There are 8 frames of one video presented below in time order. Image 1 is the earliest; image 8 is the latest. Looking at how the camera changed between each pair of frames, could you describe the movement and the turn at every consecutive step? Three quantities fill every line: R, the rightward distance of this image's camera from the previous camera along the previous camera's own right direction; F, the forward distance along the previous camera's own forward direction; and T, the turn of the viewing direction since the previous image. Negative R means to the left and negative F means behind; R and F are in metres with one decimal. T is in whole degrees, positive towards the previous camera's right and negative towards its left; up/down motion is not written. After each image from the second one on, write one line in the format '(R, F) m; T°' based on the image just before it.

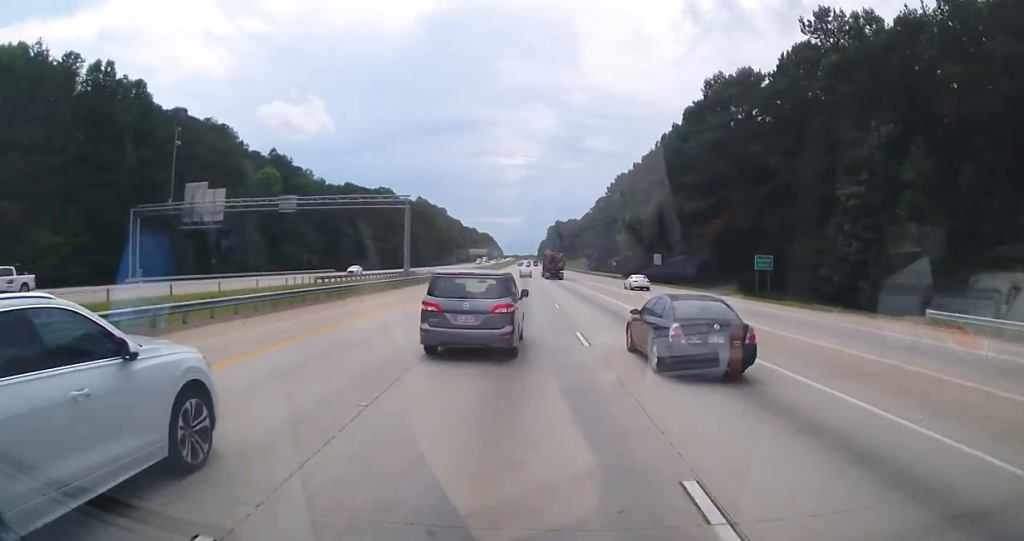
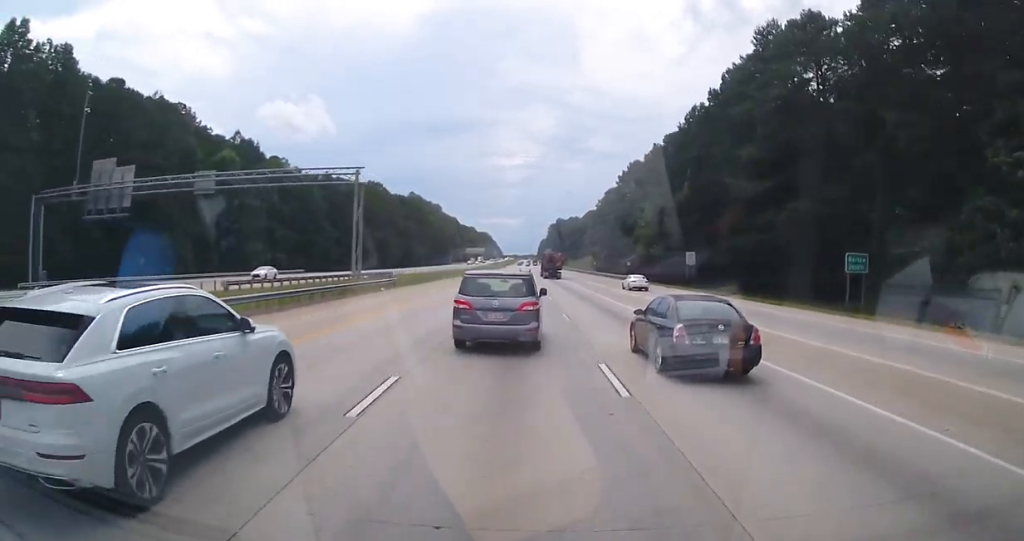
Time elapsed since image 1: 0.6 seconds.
(0.0, +18.2) m; 0°
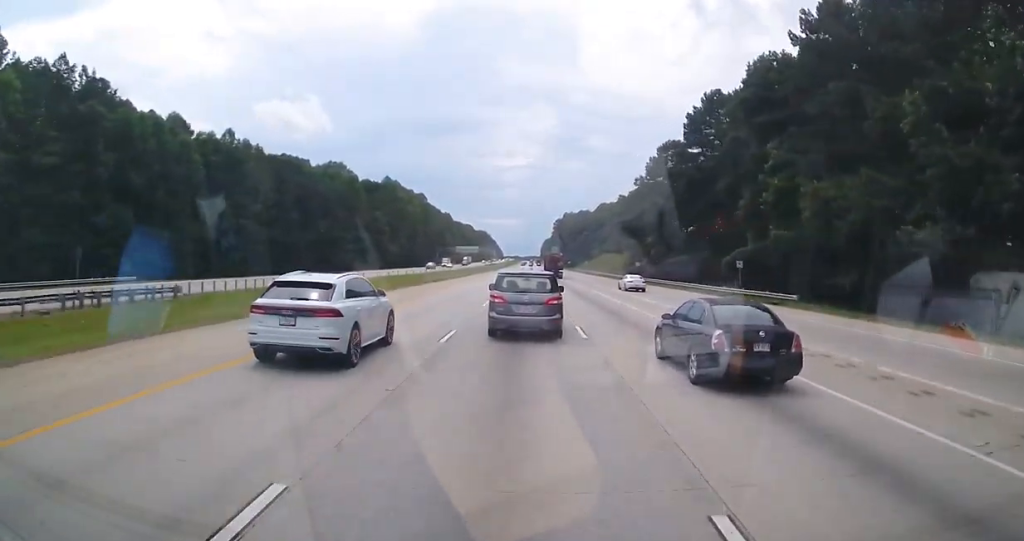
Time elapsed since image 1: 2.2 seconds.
(0.0, +53.4) m; 0°
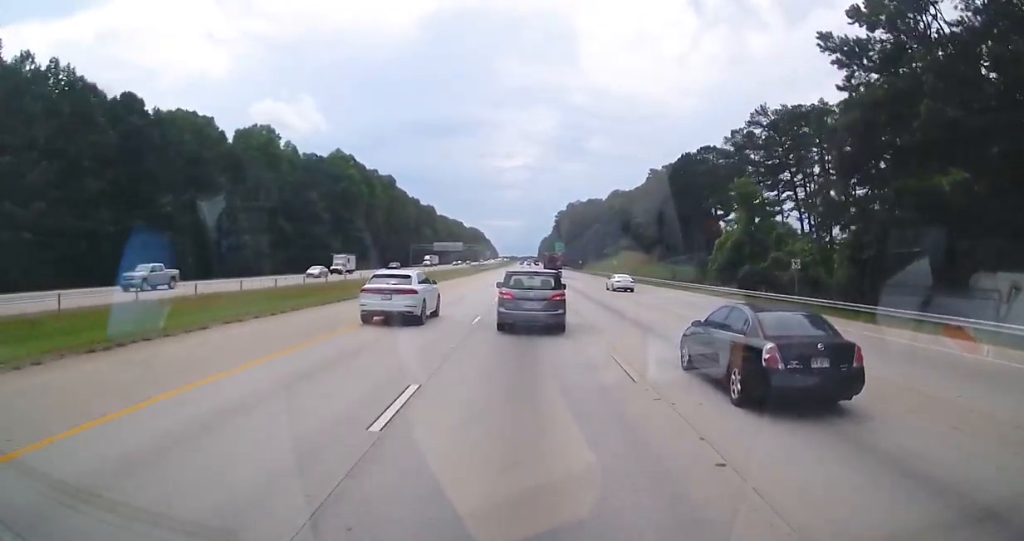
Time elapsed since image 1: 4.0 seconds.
(-0.7, +55.8) m; 0°
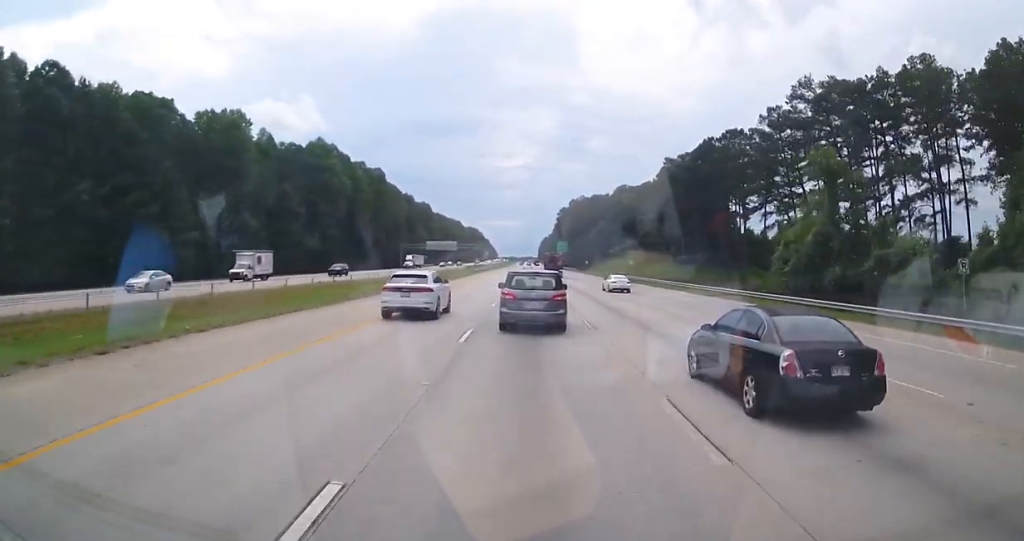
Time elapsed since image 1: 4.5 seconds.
(+0.2, +16.4) m; 0°
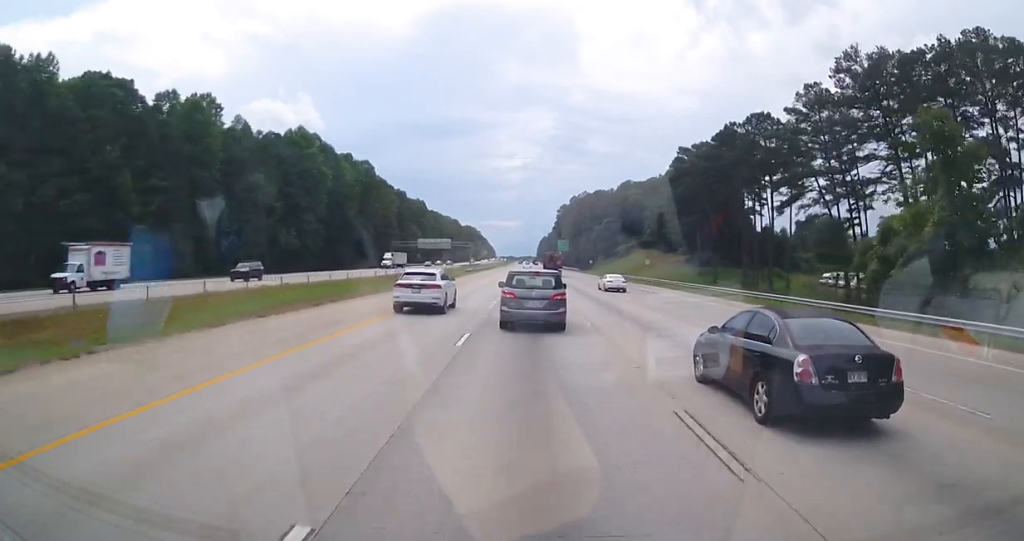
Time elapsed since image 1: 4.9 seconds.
(+0.2, +13.2) m; 0°
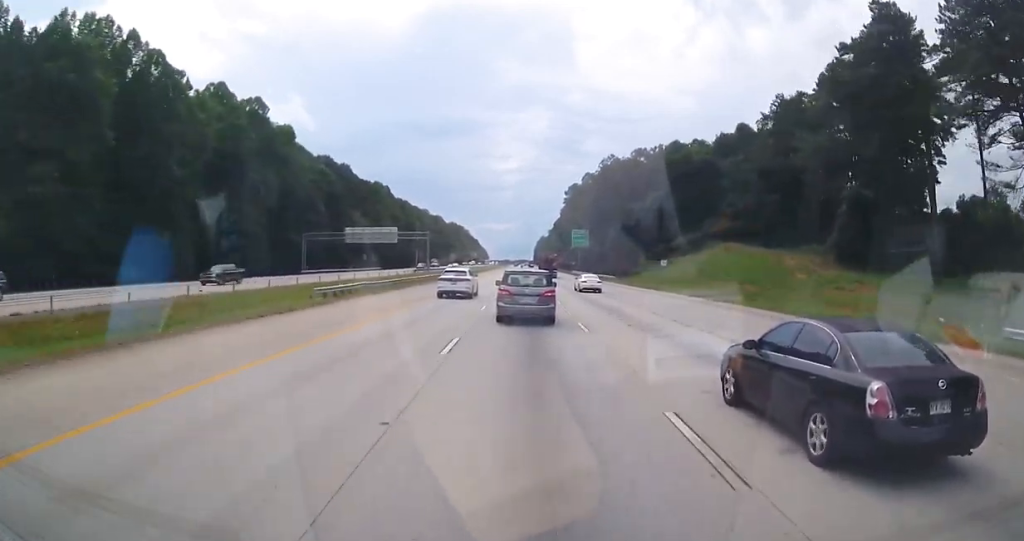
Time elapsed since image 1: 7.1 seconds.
(-0.4, +74.1) m; 0°
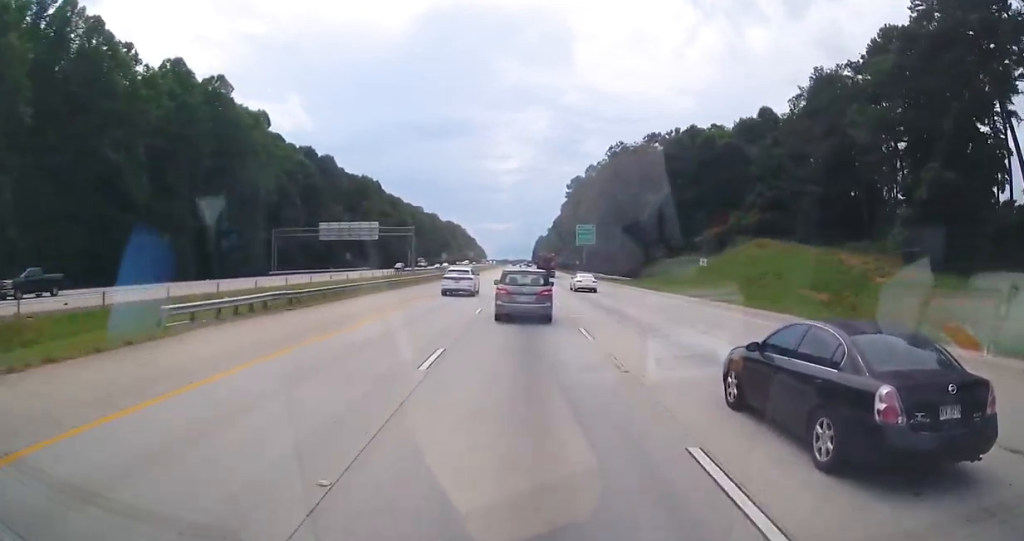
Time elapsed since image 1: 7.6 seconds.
(0.0, +14.1) m; 0°
